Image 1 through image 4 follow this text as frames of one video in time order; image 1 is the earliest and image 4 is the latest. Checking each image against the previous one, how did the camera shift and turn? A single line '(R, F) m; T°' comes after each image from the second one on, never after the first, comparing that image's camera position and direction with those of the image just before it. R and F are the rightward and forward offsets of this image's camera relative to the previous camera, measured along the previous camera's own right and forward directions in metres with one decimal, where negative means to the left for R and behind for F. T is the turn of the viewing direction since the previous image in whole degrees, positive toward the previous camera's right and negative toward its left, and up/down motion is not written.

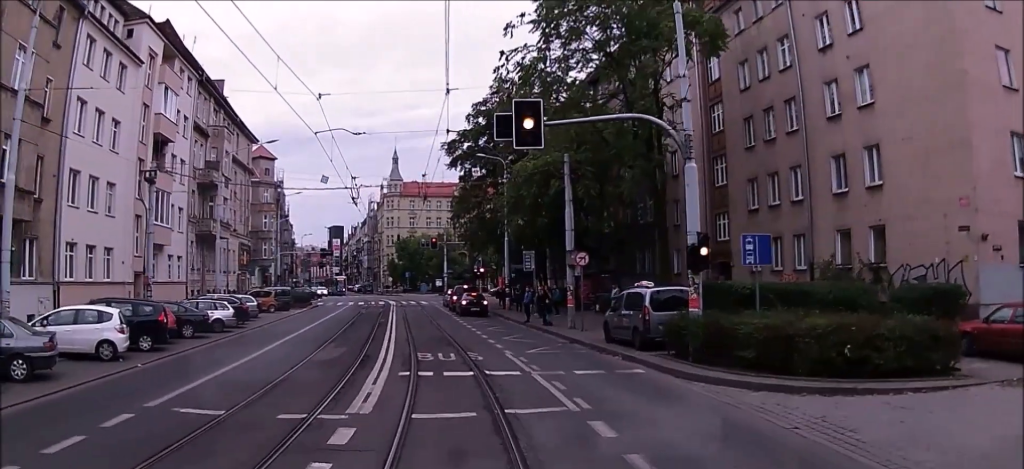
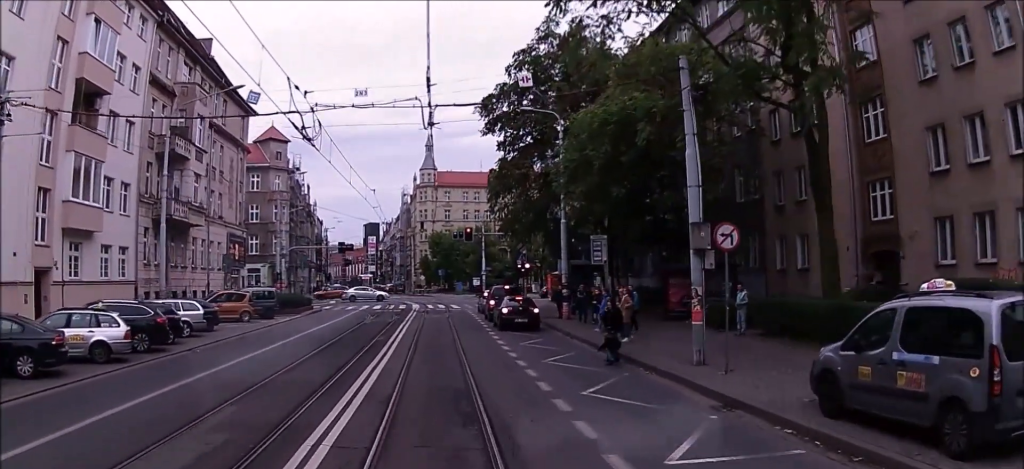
(-0.2, +11.6) m; -1°
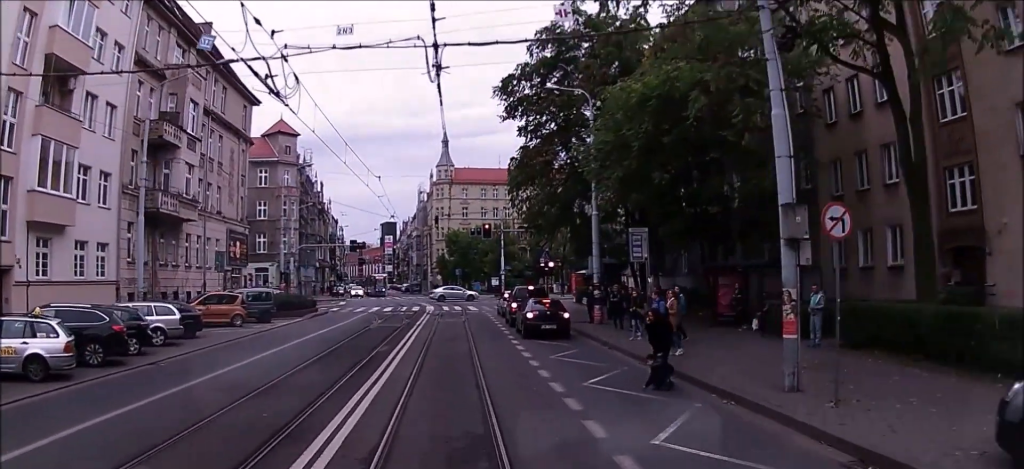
(0.0, +3.7) m; 0°
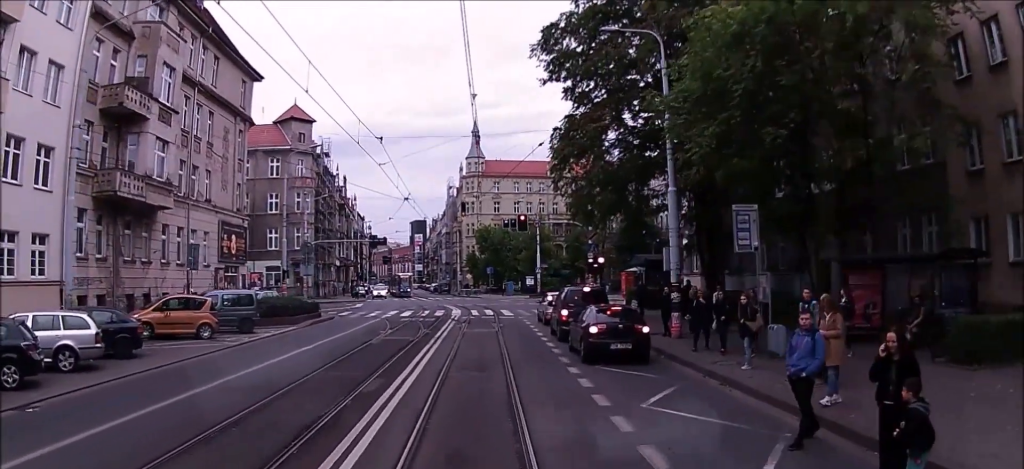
(0.0, +7.6) m; 0°
